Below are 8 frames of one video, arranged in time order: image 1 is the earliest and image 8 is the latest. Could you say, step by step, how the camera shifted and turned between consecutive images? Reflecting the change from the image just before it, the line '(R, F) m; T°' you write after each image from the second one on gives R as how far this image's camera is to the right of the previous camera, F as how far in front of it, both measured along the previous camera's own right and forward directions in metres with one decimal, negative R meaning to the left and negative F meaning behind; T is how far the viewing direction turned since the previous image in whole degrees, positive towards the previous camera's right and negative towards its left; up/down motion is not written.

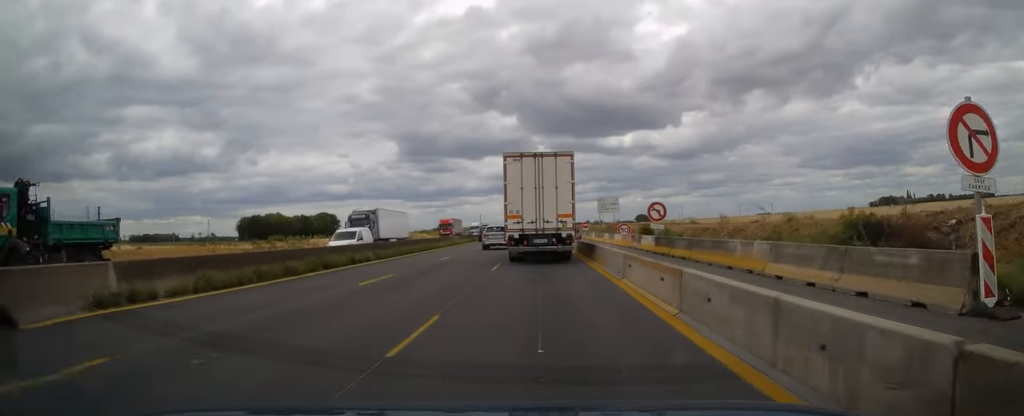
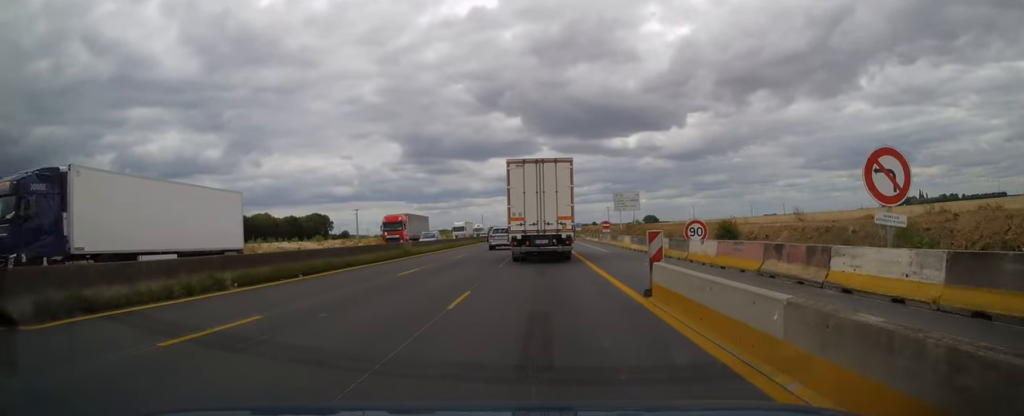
(-0.1, +21.7) m; 0°
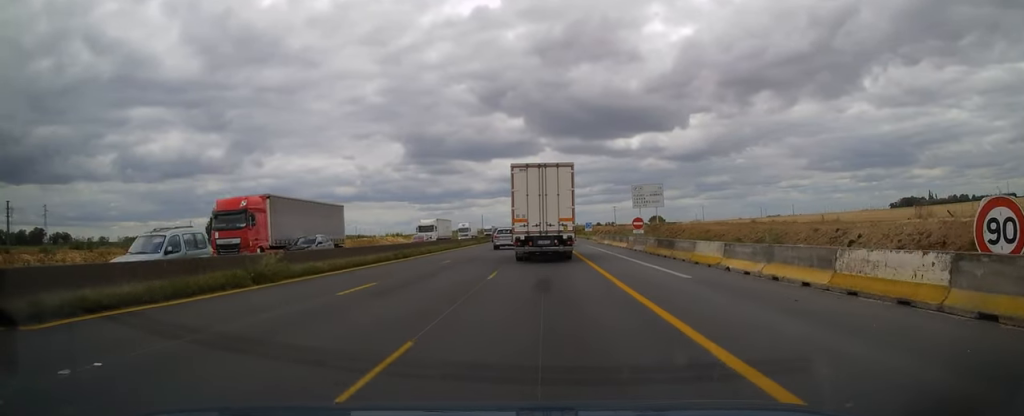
(-0.1, +19.1) m; 0°
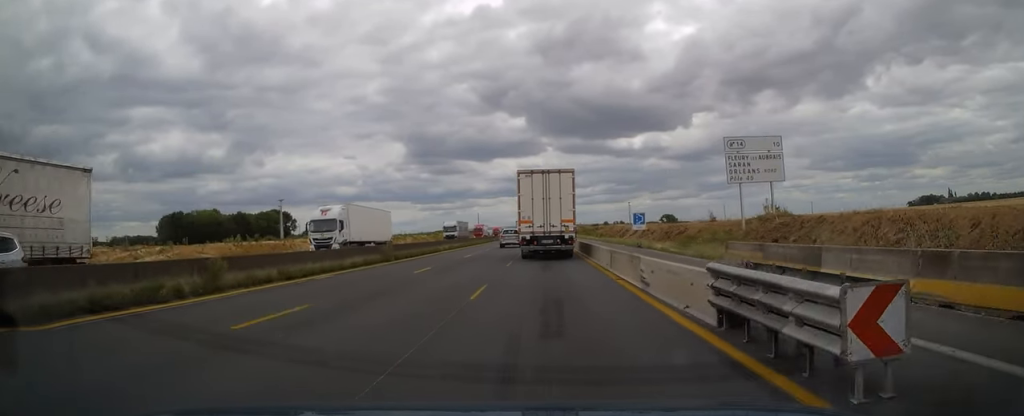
(0.0, +43.9) m; 0°
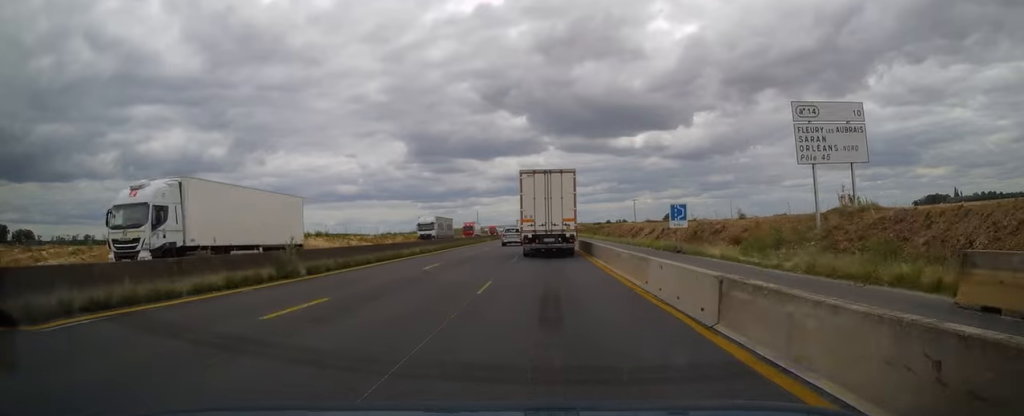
(0.0, +12.1) m; 0°
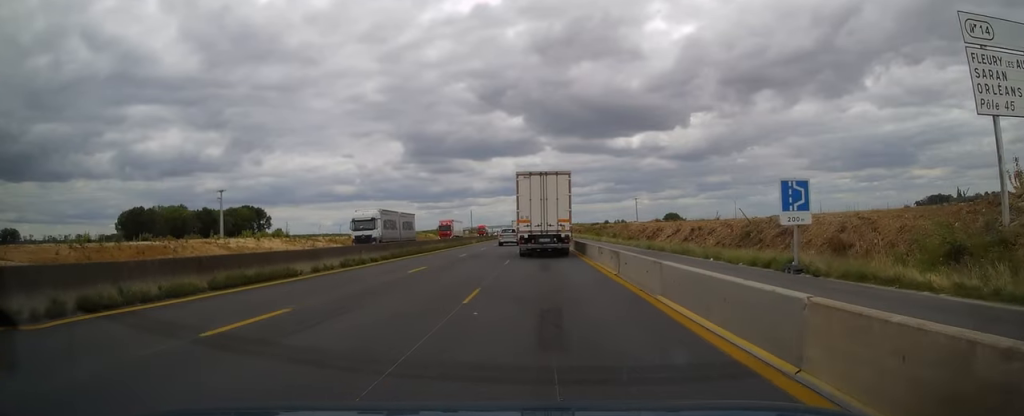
(0.0, +14.8) m; 0°
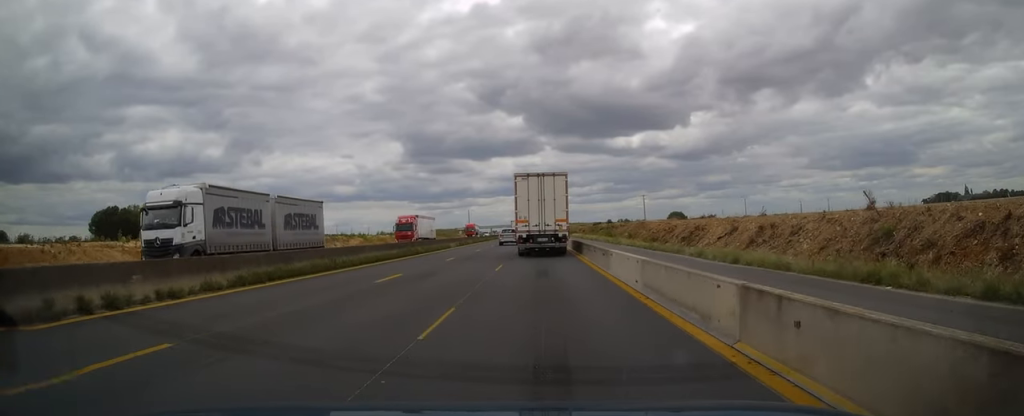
(0.0, +16.7) m; 0°
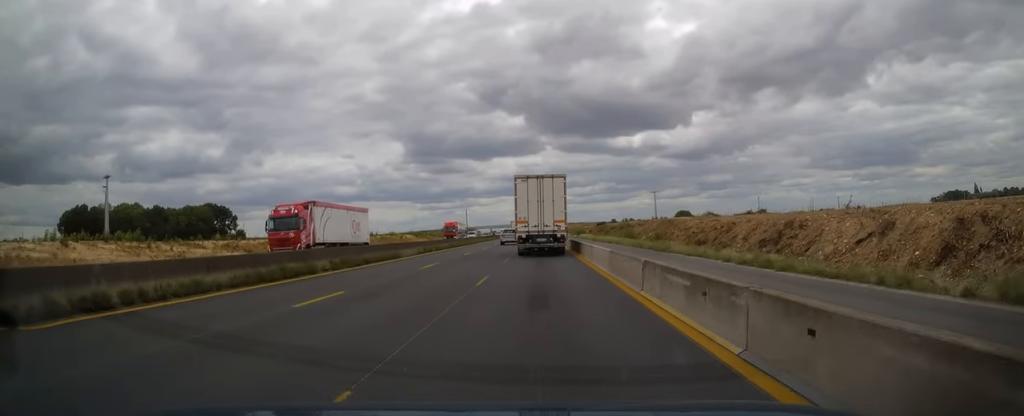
(0.0, +18.6) m; 0°
